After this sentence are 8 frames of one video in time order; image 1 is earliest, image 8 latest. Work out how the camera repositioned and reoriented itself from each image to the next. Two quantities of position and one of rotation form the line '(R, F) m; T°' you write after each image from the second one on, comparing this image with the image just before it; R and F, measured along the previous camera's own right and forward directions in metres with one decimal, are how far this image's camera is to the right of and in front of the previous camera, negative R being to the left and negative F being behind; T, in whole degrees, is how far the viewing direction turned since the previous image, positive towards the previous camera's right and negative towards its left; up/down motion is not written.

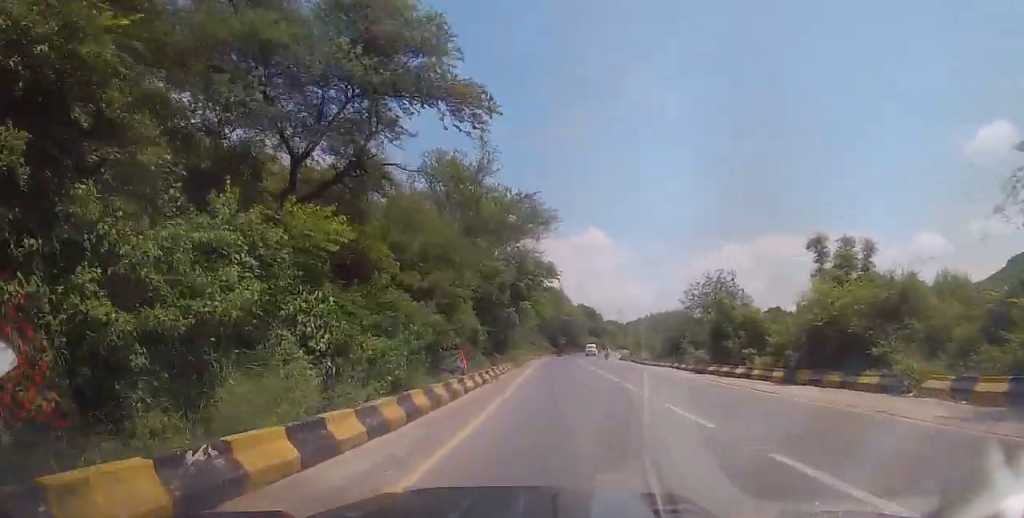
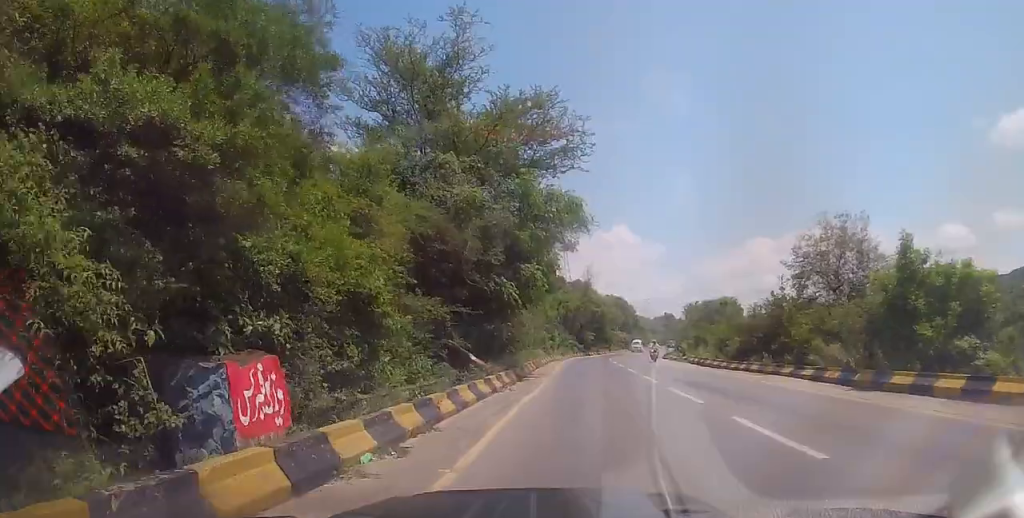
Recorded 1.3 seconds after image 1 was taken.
(-0.8, +15.5) m; -3°
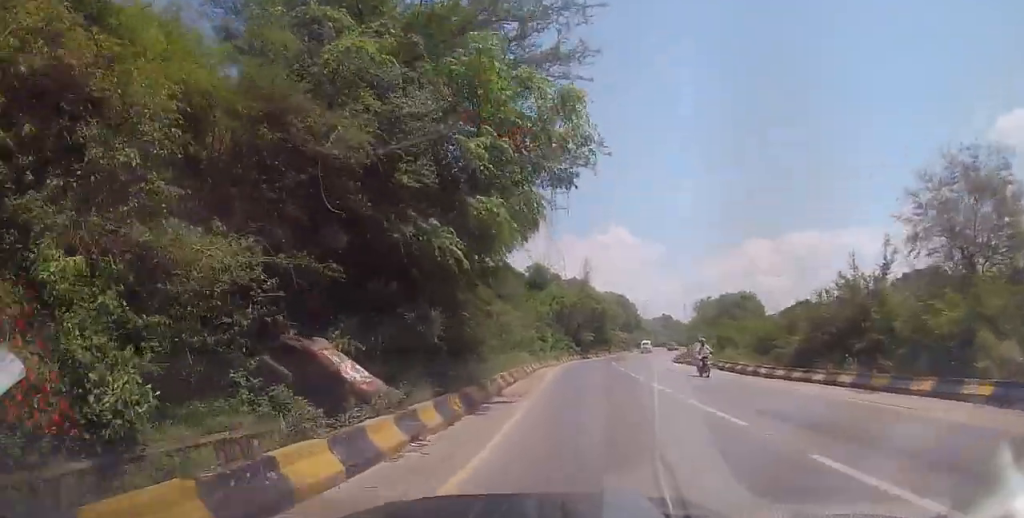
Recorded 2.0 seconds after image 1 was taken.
(0.0, +9.4) m; 0°
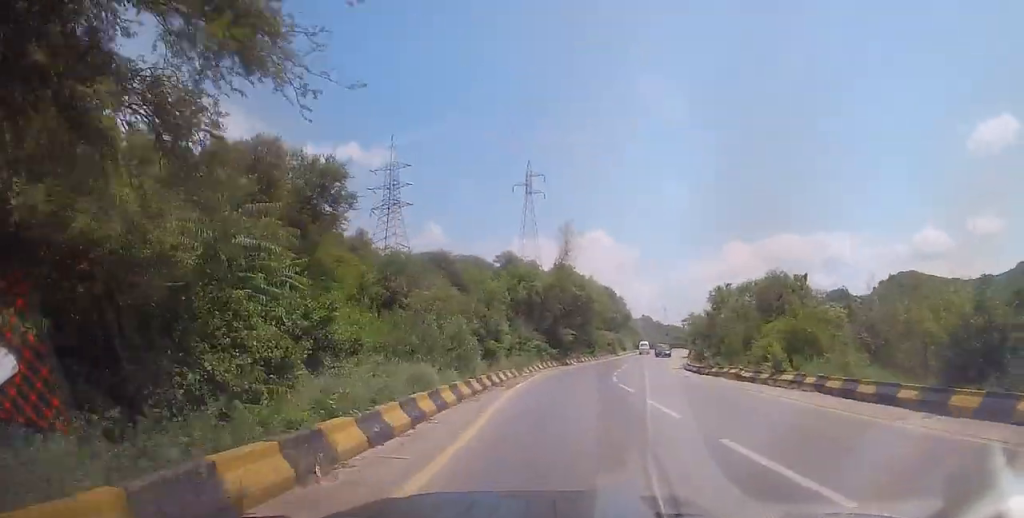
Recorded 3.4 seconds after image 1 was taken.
(0.0, +16.6) m; +1°
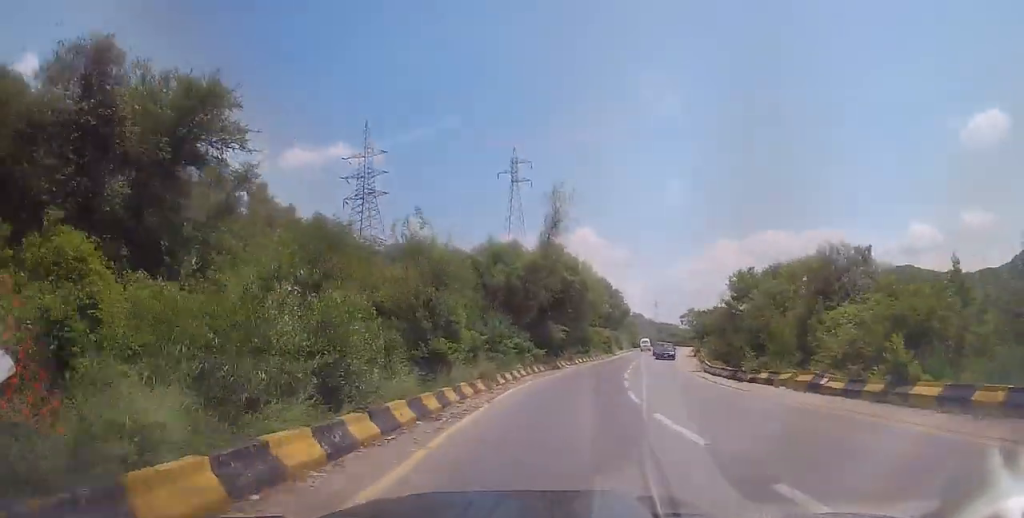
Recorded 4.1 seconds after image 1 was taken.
(0.0, +8.9) m; +1°
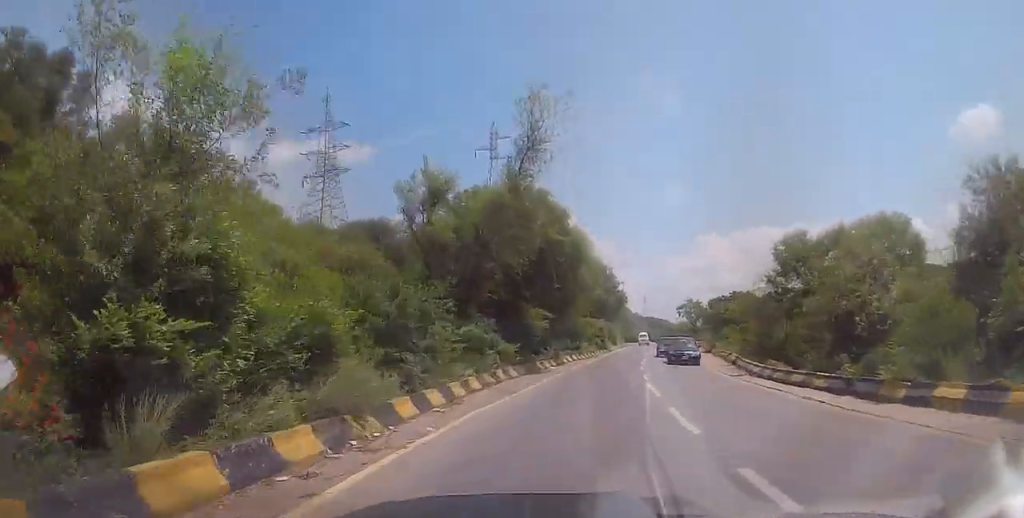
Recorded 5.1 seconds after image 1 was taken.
(+0.3, +11.8) m; +2°
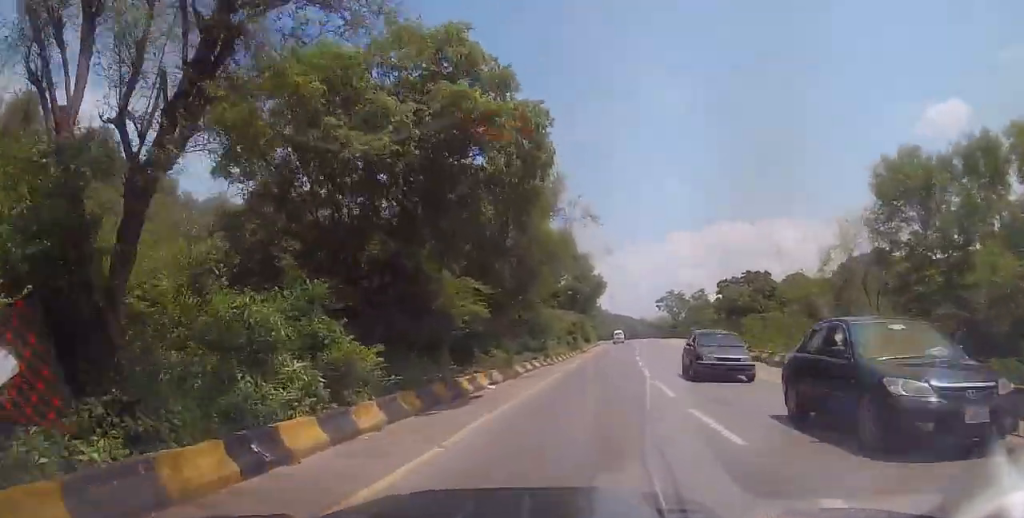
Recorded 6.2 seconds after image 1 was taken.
(+0.2, +13.5) m; +4°
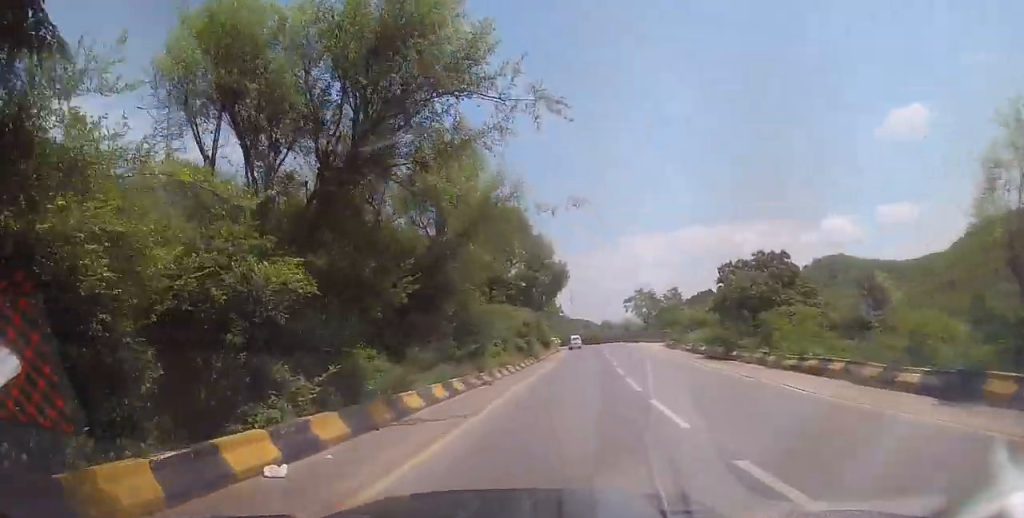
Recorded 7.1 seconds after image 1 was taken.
(+0.4, +10.7) m; +4°
